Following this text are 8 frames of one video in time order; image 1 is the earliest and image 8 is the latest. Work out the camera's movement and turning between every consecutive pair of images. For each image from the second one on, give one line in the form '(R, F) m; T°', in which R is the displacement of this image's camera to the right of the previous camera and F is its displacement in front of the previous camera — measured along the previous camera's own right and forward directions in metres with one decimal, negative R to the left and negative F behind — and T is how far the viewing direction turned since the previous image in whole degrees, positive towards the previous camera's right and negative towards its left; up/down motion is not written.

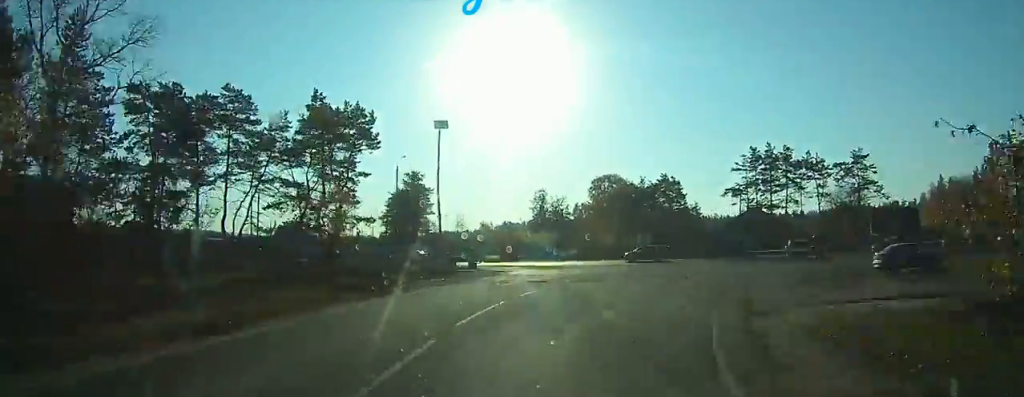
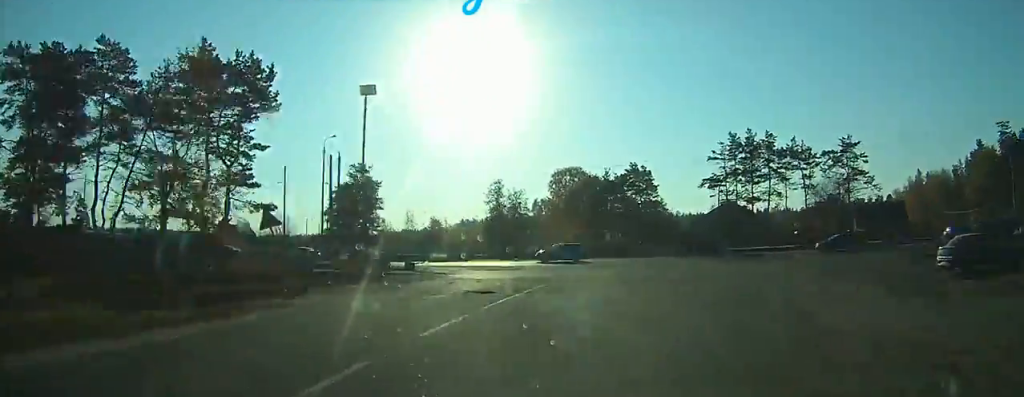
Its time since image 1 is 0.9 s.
(+0.4, +9.7) m; +4°
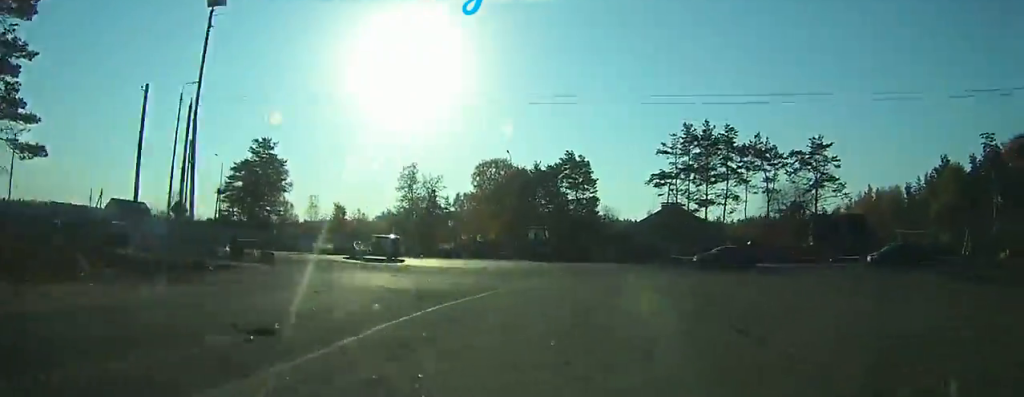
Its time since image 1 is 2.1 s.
(+0.1, +13.0) m; +6°
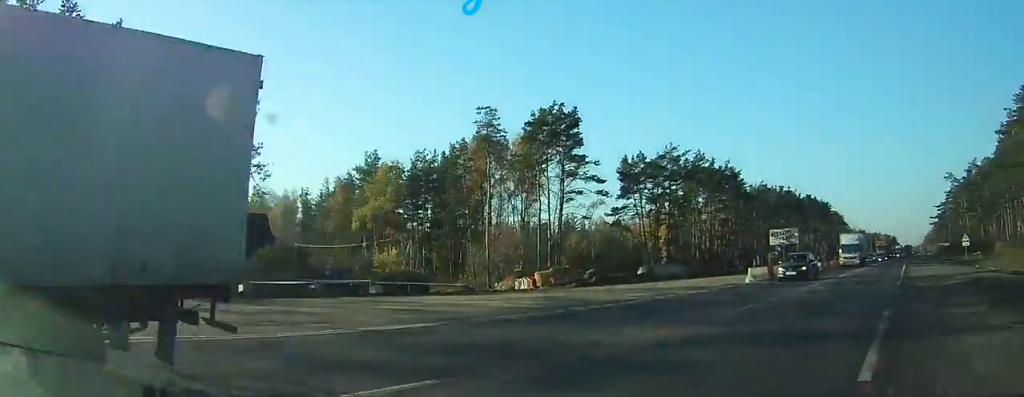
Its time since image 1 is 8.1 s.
(+12.9, +37.3) m; +65°
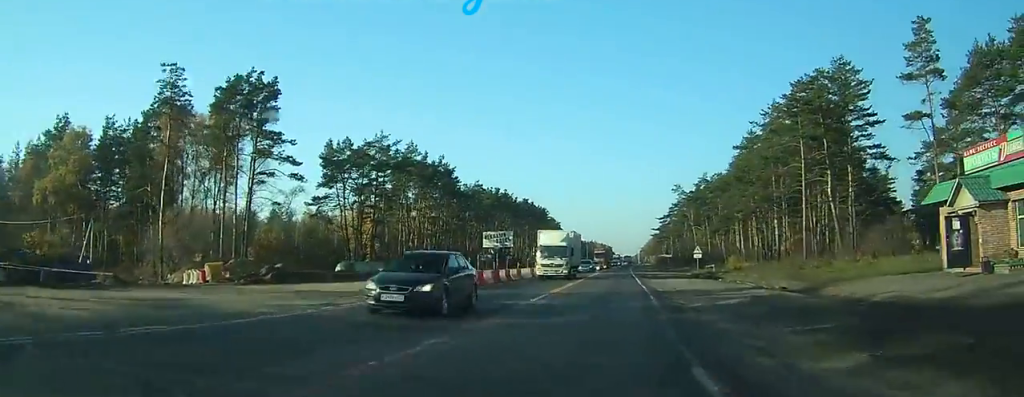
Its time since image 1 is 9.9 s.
(+4.2, +7.6) m; +30°
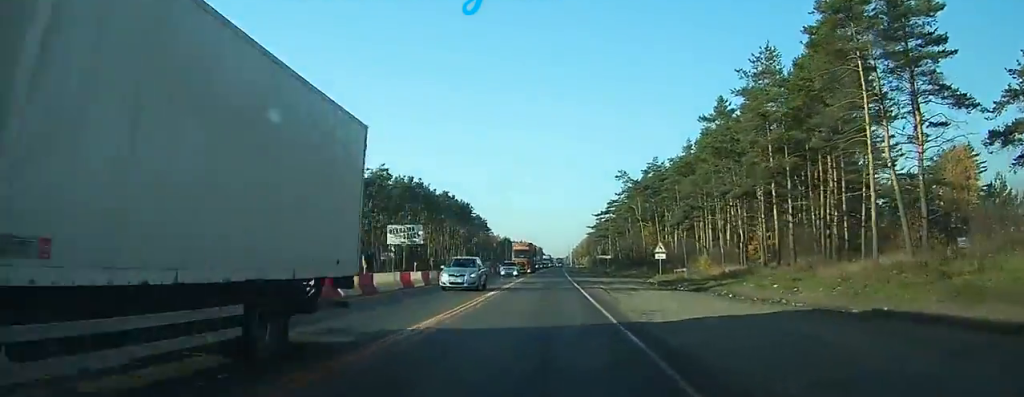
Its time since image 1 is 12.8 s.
(+1.6, +18.9) m; +5°
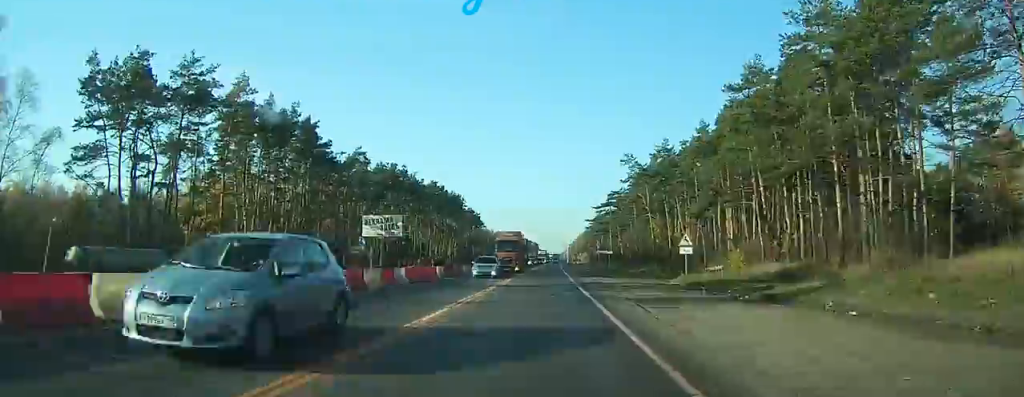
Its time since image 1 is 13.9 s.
(0.0, +9.6) m; 0°
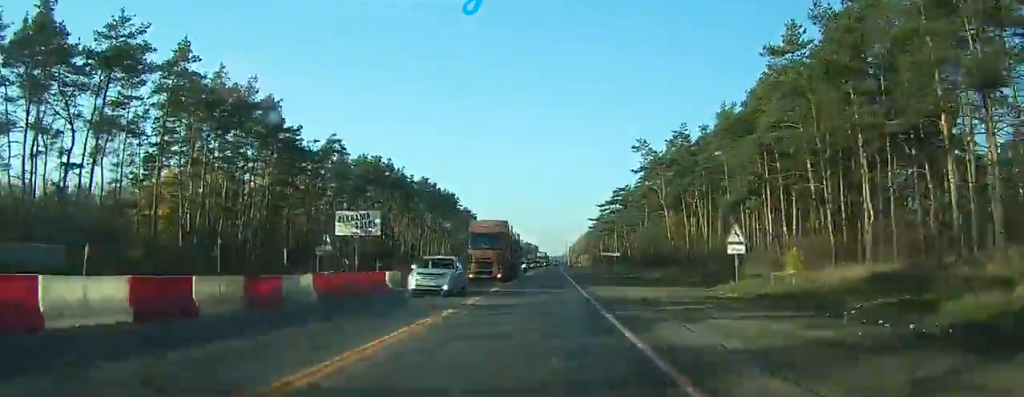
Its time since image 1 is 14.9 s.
(0.0, +10.2) m; 0°
